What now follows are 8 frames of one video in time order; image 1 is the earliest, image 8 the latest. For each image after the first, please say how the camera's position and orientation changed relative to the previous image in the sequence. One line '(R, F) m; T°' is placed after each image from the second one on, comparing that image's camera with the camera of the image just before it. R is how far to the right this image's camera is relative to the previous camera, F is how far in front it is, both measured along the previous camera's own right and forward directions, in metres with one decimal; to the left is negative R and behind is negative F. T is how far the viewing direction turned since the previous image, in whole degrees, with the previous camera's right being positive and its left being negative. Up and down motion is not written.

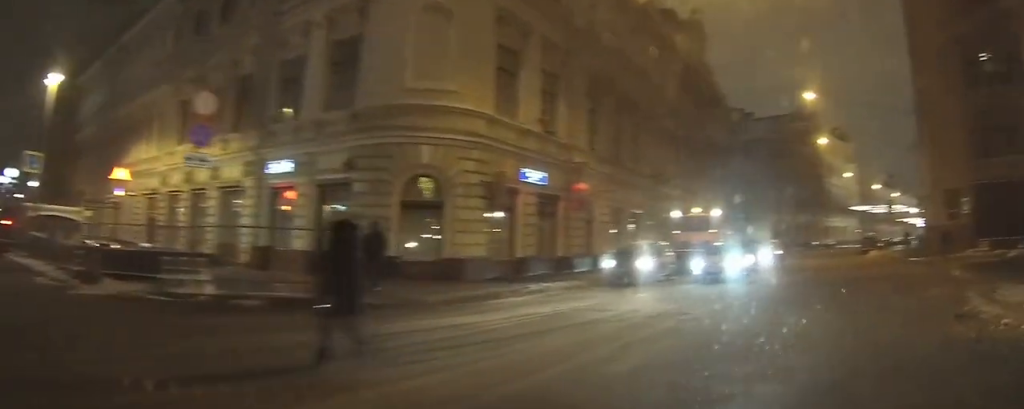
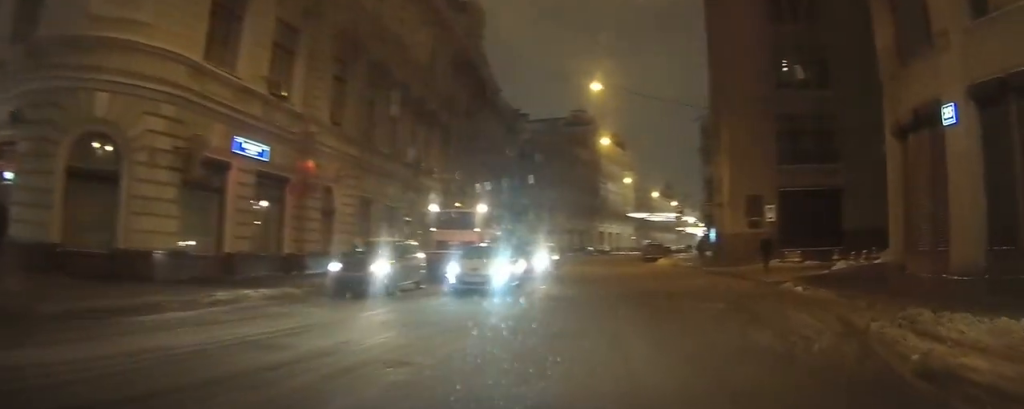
(+0.9, +3.4) m; +23°
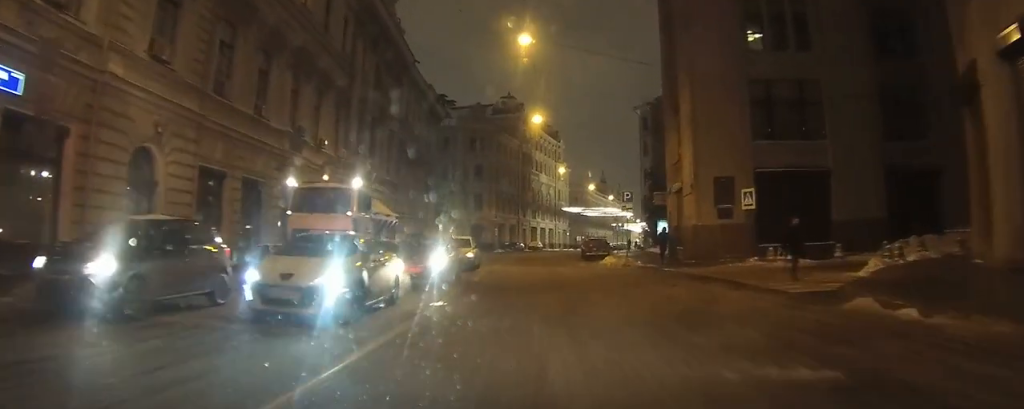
(+0.5, +5.7) m; +9°
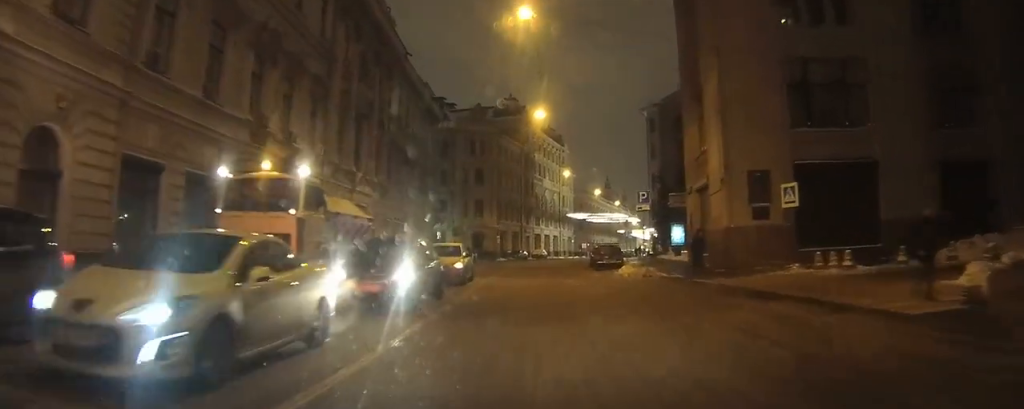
(+0.1, +3.8) m; 0°
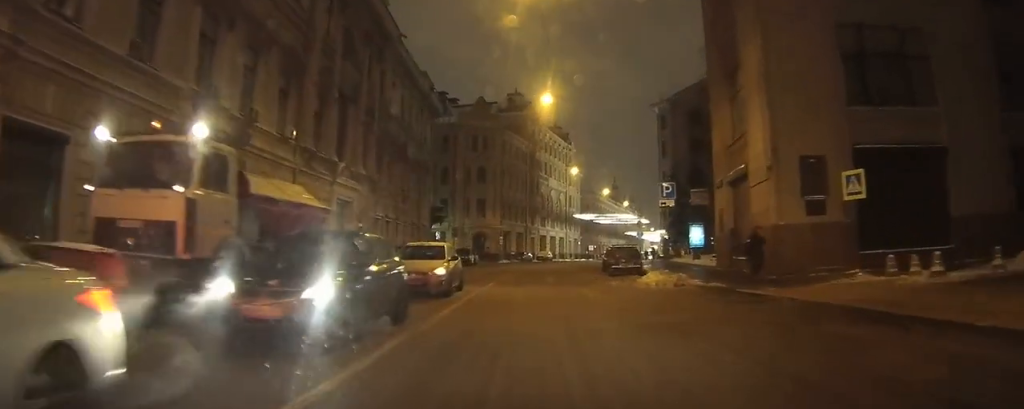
(0.0, +4.6) m; -3°
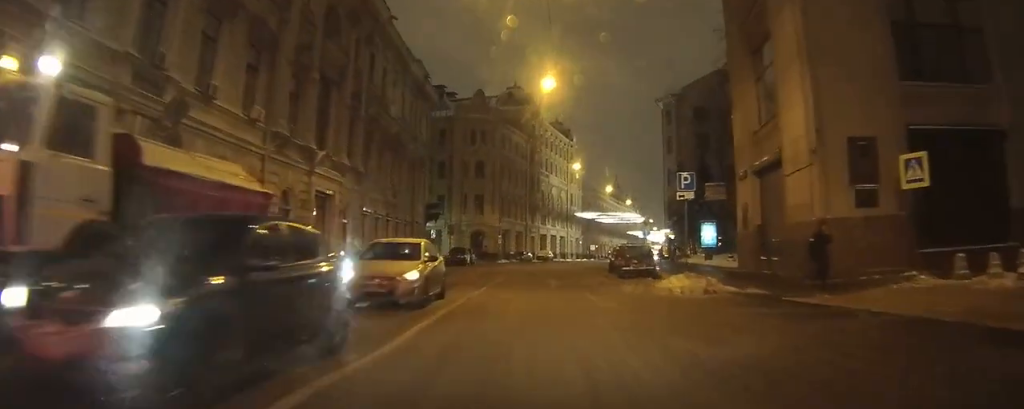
(-0.1, +3.7) m; -3°
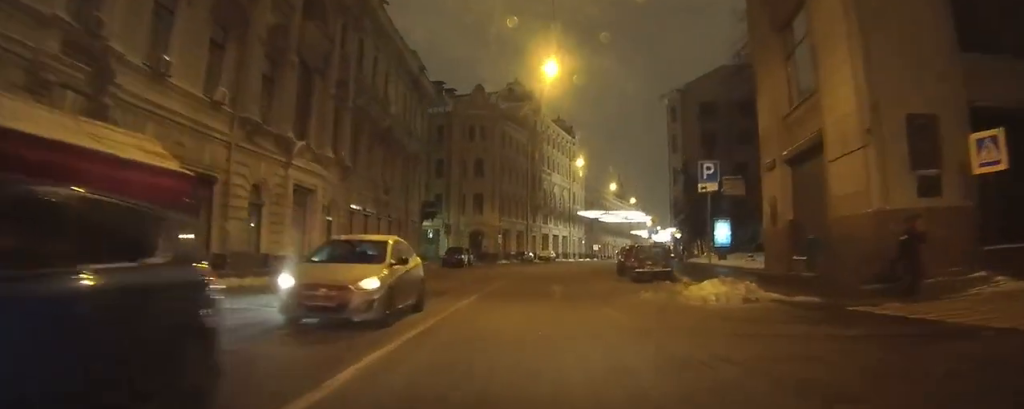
(-0.1, +3.7) m; -1°
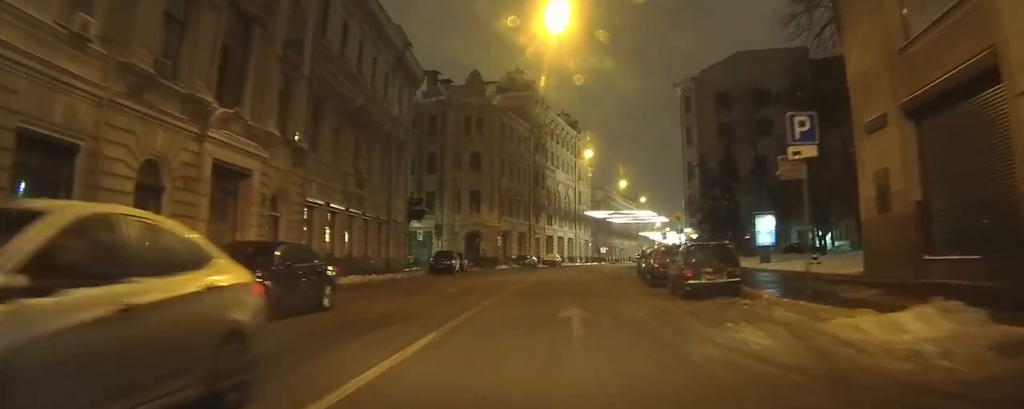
(0.0, +9.4) m; +2°
